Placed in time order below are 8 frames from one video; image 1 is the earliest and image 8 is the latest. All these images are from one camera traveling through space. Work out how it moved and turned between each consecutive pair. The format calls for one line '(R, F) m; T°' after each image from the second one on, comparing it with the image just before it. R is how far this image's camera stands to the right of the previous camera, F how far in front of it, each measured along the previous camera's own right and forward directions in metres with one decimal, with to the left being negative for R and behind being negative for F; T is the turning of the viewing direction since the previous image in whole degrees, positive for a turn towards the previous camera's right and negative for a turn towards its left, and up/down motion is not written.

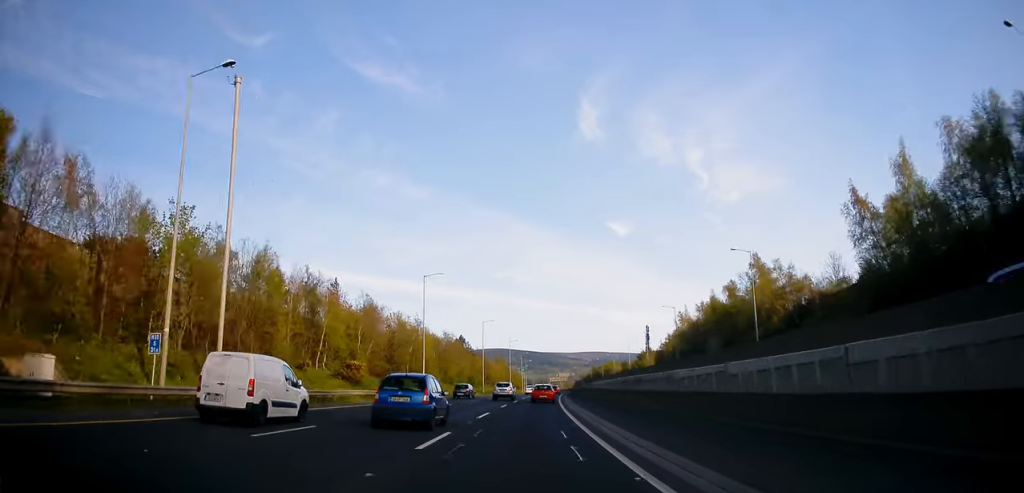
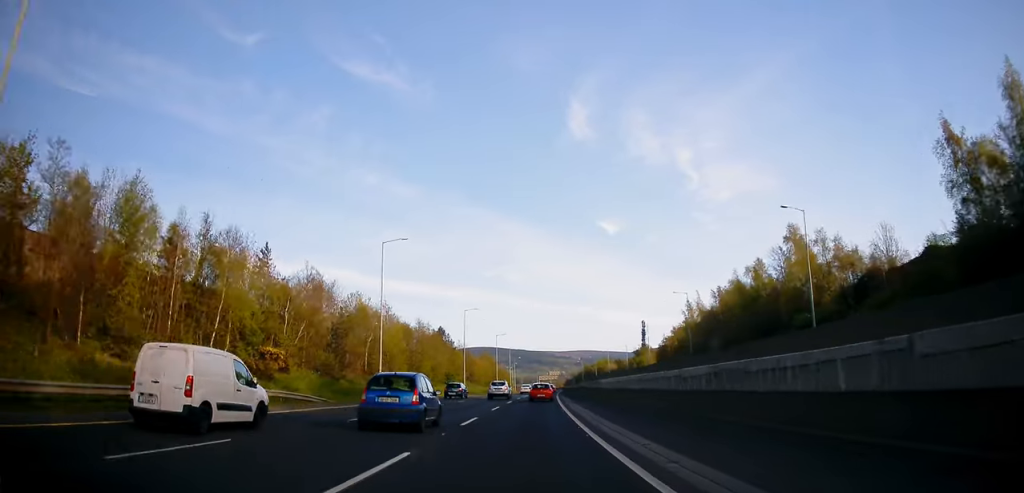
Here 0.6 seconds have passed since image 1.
(+0.4, +17.4) m; +1°
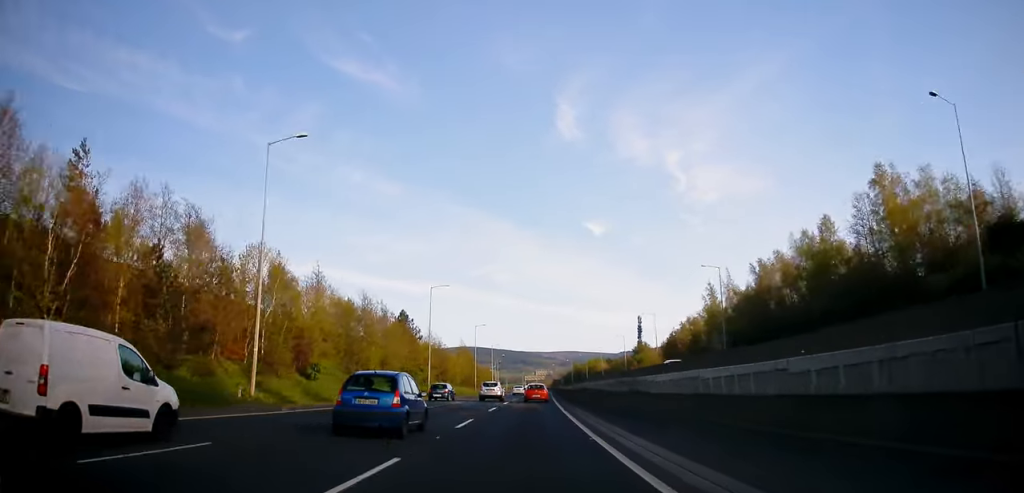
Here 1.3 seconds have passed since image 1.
(-0.3, +23.7) m; +1°
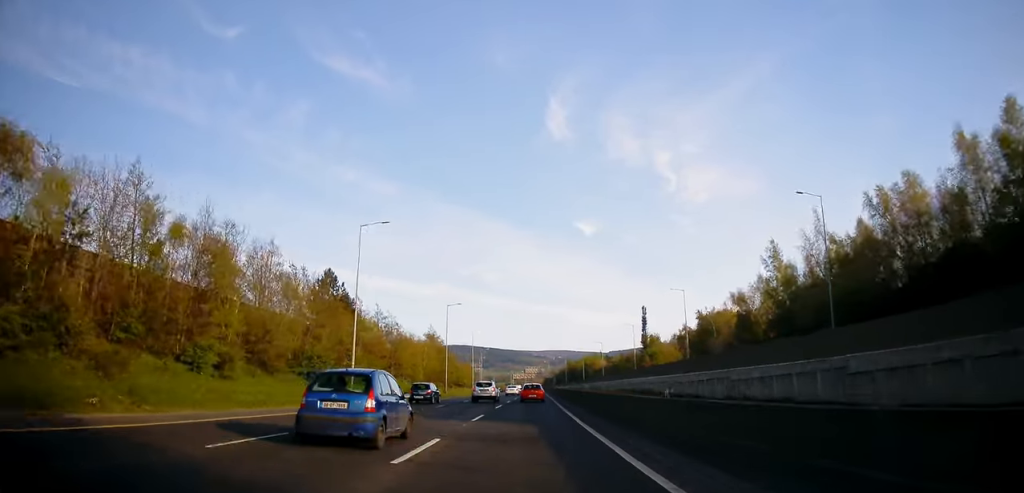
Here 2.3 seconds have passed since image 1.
(+0.7, +31.4) m; +1°
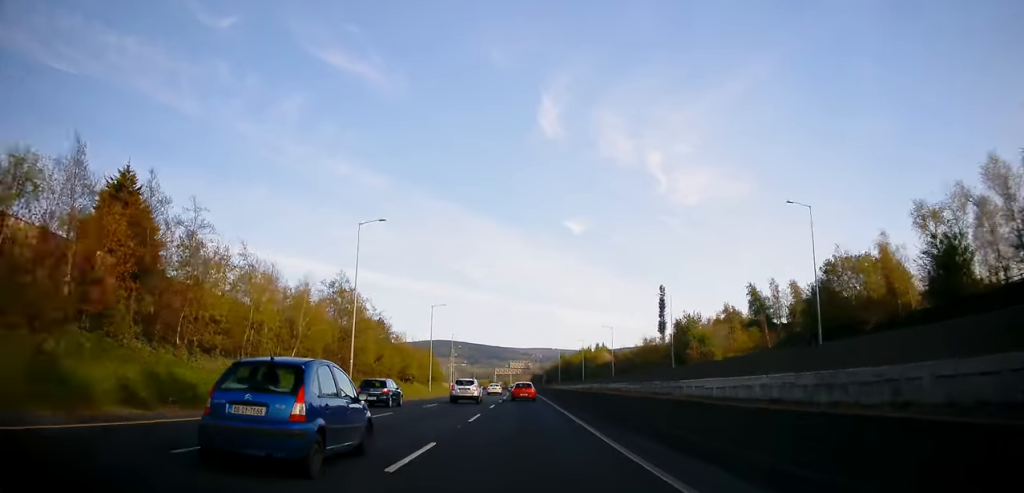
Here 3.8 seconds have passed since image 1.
(+0.2, +47.3) m; +1°
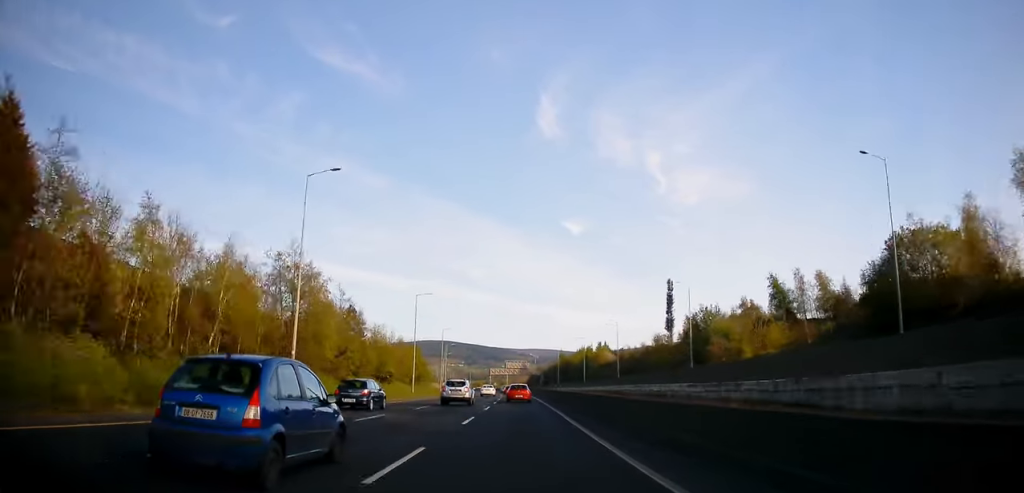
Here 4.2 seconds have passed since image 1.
(+0.2, +12.3) m; 0°
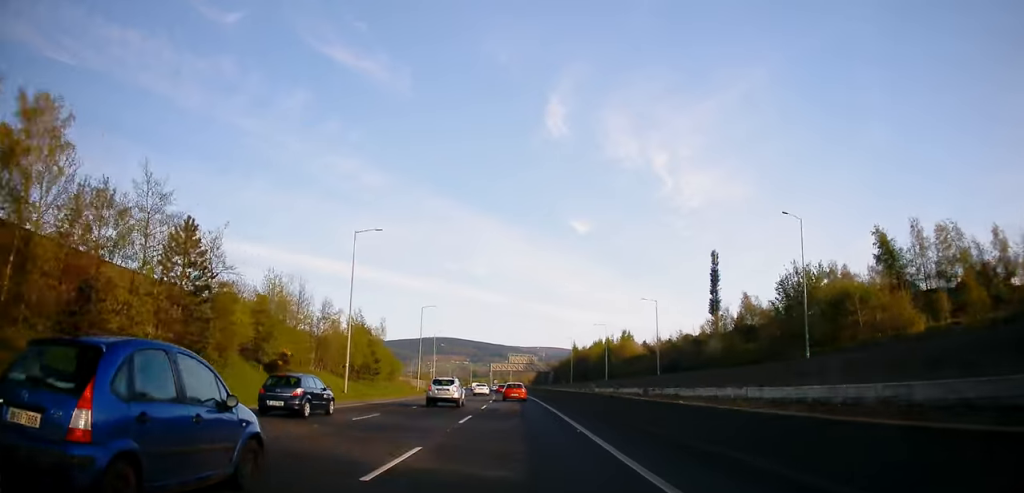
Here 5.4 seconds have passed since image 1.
(-0.1, +35.6) m; 0°
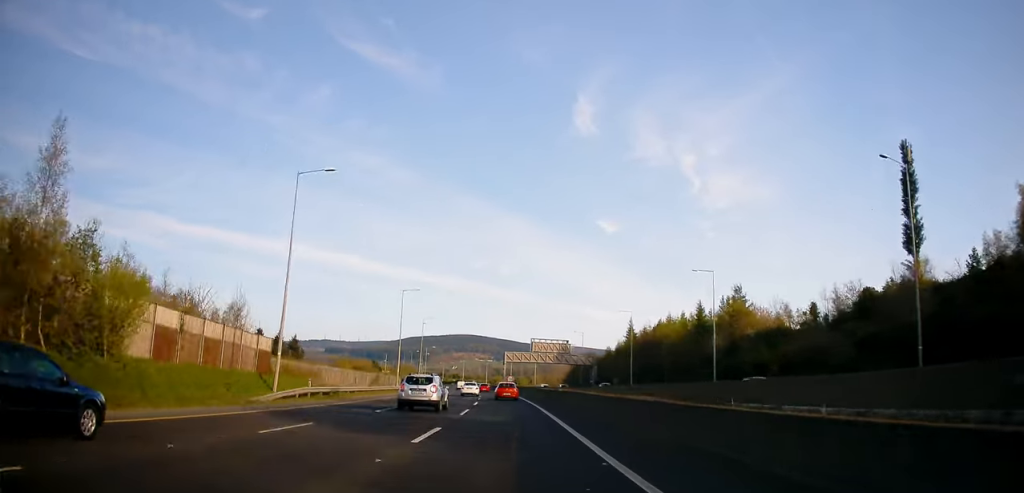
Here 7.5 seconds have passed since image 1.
(-1.3, +64.3) m; -3°
